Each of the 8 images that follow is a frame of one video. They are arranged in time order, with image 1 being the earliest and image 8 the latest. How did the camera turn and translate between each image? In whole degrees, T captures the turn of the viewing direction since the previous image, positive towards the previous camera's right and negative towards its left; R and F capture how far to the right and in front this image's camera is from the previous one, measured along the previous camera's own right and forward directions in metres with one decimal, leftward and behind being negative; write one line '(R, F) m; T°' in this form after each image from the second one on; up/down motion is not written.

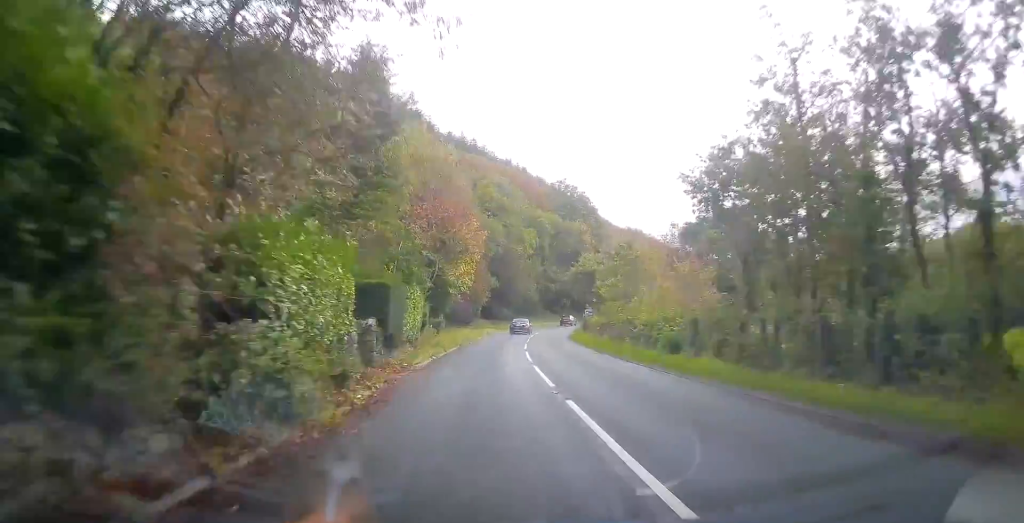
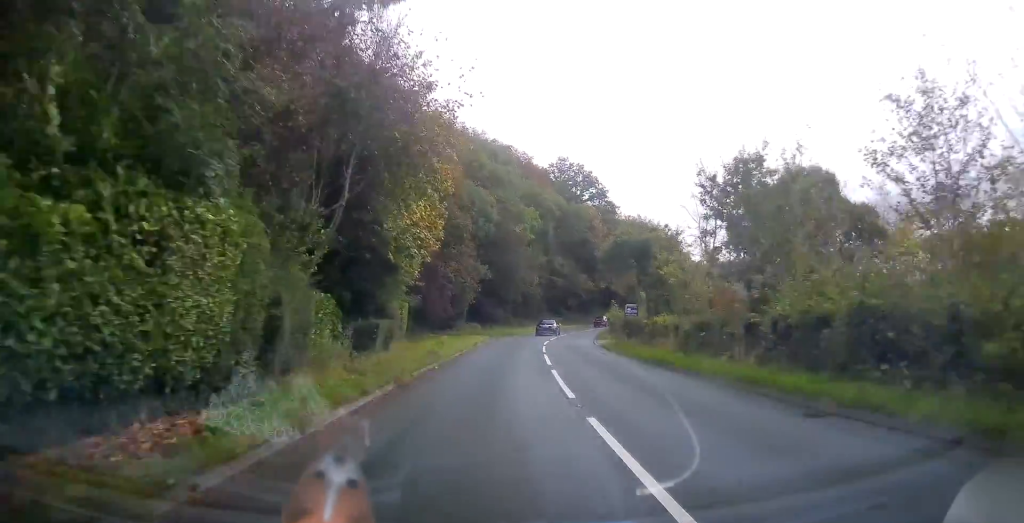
(-0.2, +19.9) m; 0°
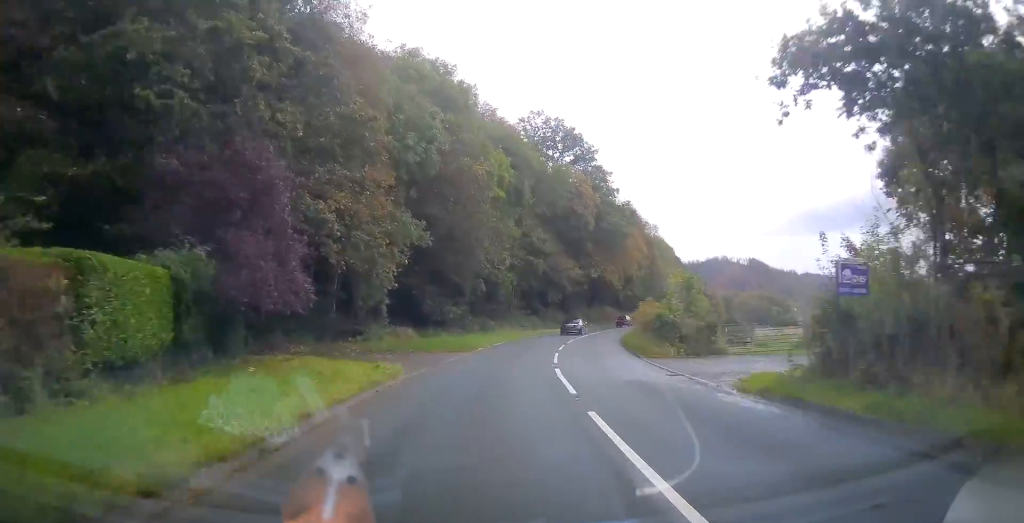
(+0.6, +25.9) m; +3°
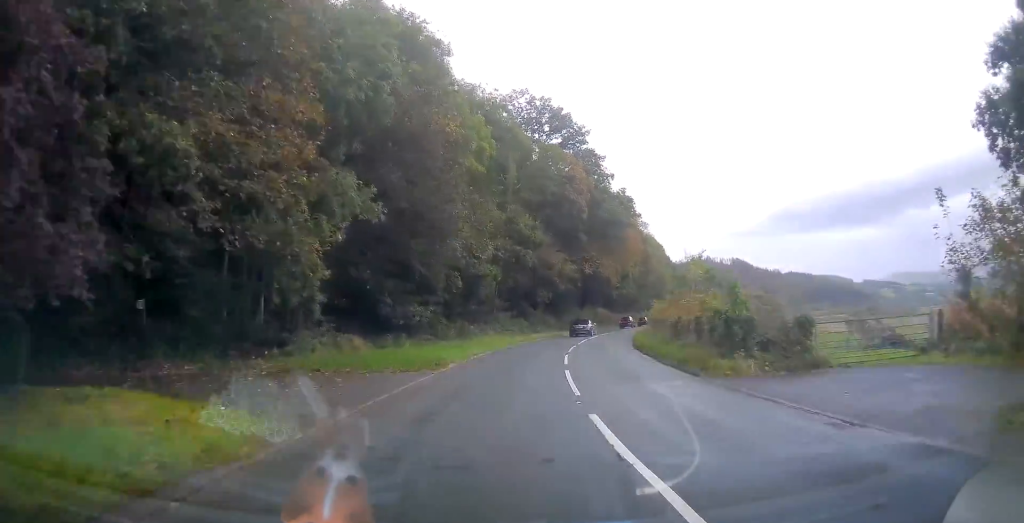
(0.0, +9.1) m; +2°
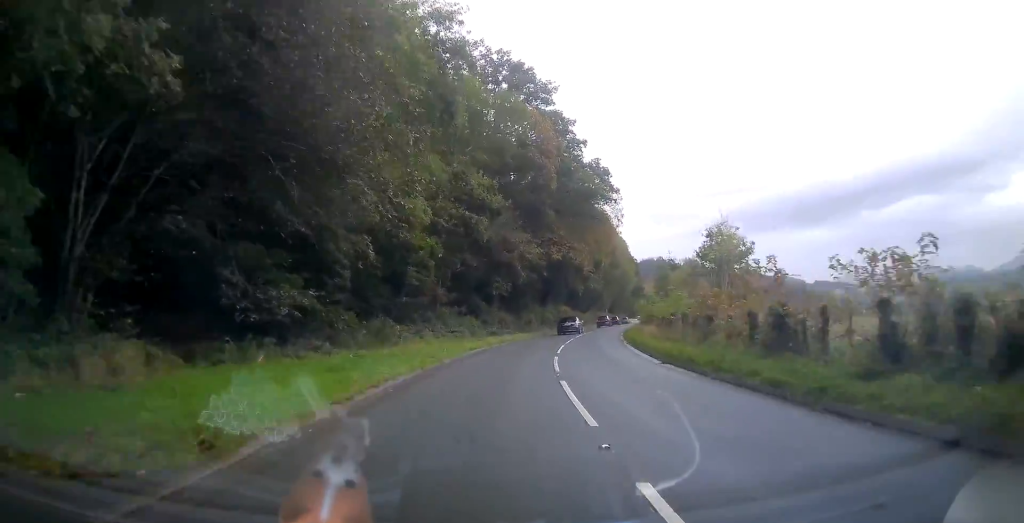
(+0.4, +13.4) m; +4°
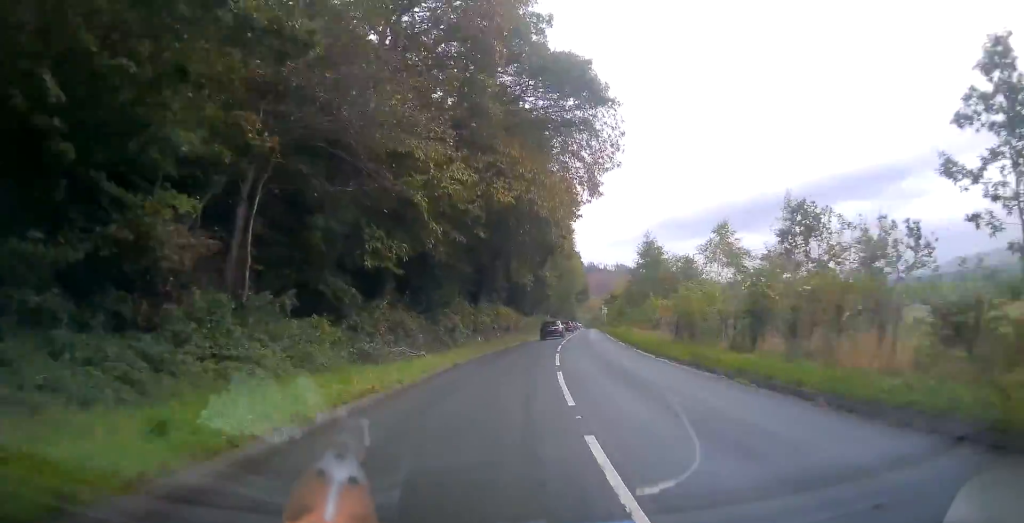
(+1.6, +25.6) m; +7°
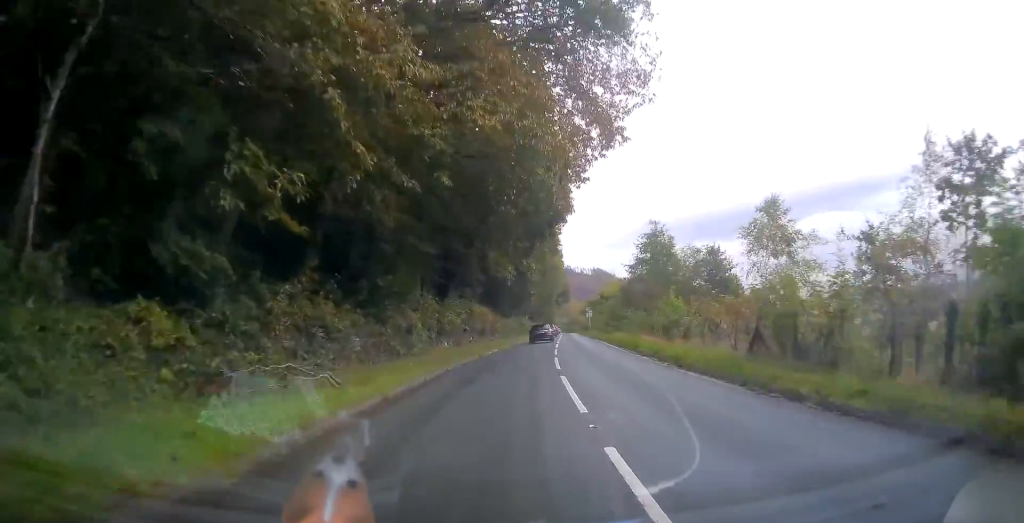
(+0.3, +10.0) m; +2°
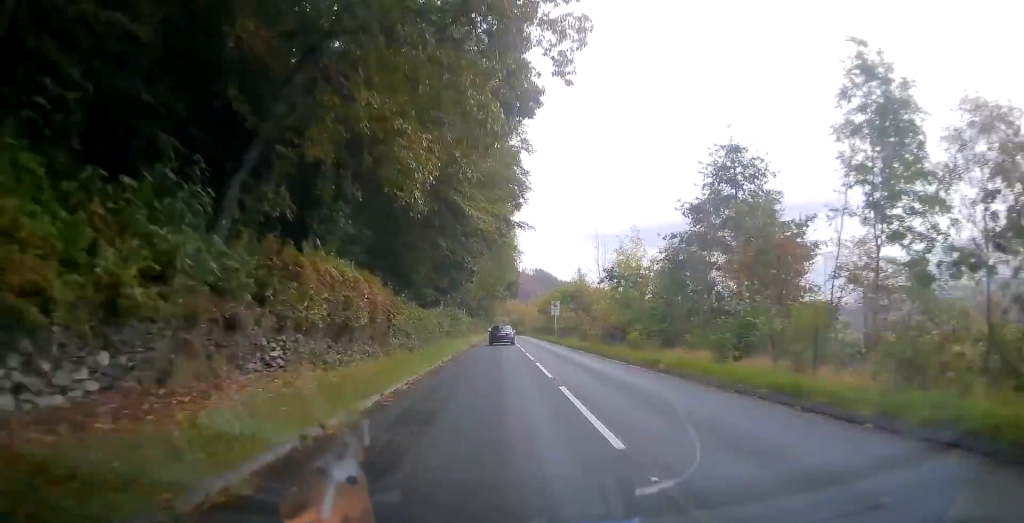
(+1.6, +32.0) m; +5°
